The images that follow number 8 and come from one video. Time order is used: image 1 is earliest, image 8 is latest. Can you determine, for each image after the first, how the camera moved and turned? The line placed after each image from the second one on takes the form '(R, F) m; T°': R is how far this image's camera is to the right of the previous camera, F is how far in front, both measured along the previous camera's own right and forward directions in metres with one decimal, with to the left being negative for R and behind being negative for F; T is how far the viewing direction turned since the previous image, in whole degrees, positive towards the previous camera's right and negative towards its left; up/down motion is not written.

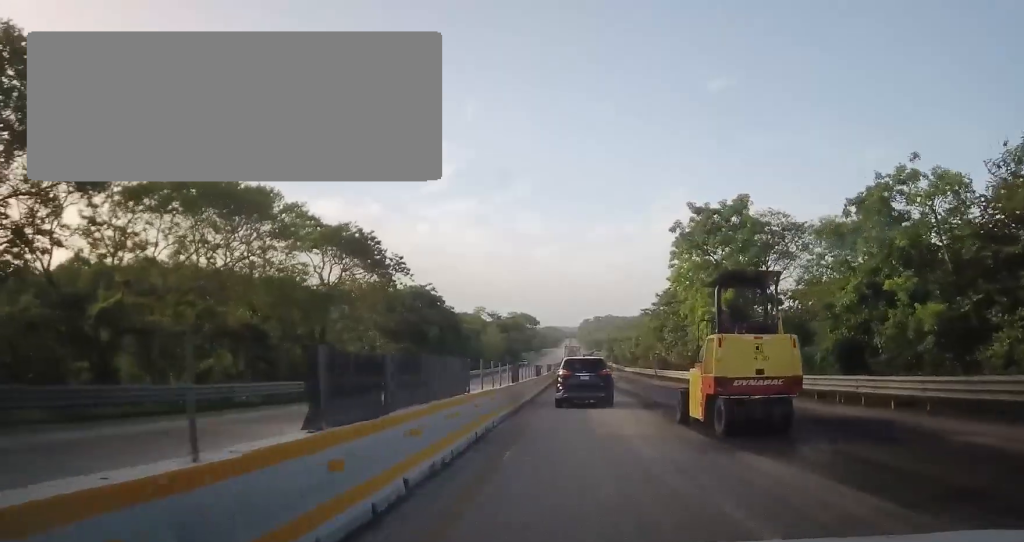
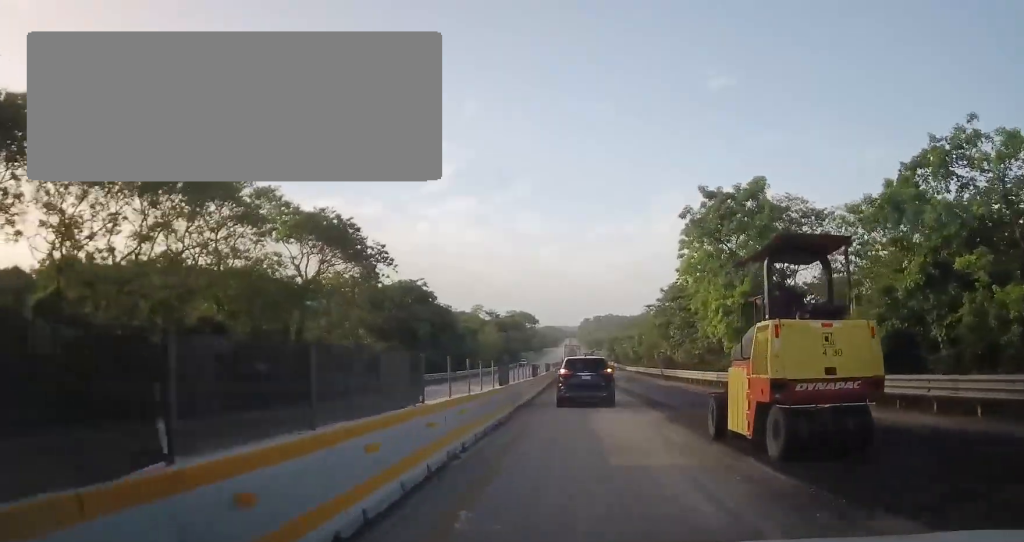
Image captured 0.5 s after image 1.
(0.0, +4.2) m; 0°
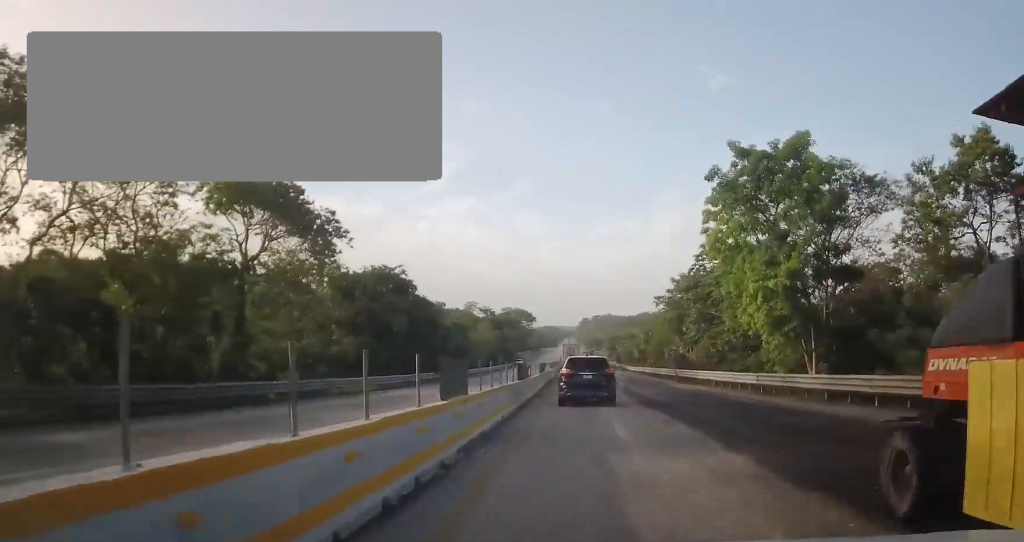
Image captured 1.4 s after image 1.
(0.0, +8.4) m; 0°
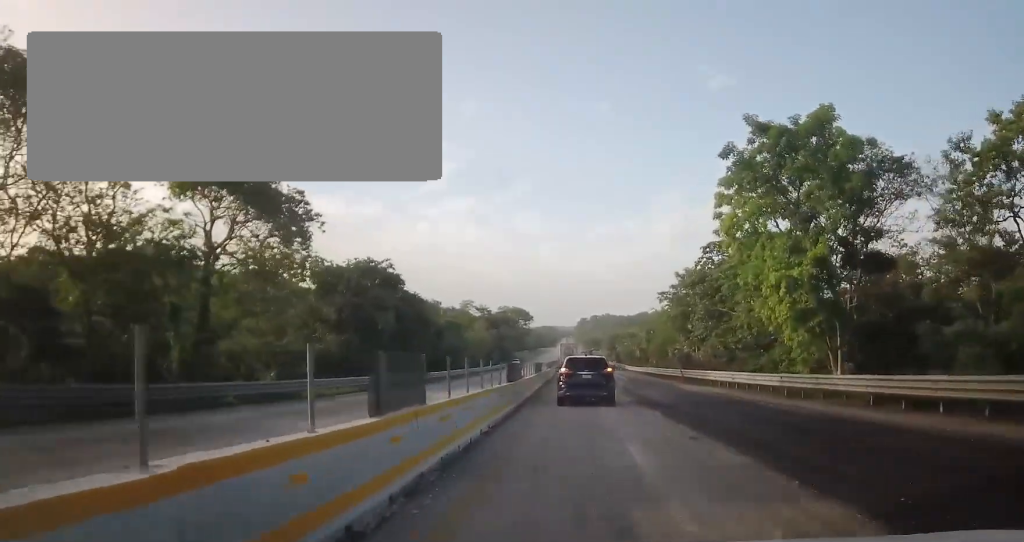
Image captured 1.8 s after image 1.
(0.0, +3.6) m; 0°
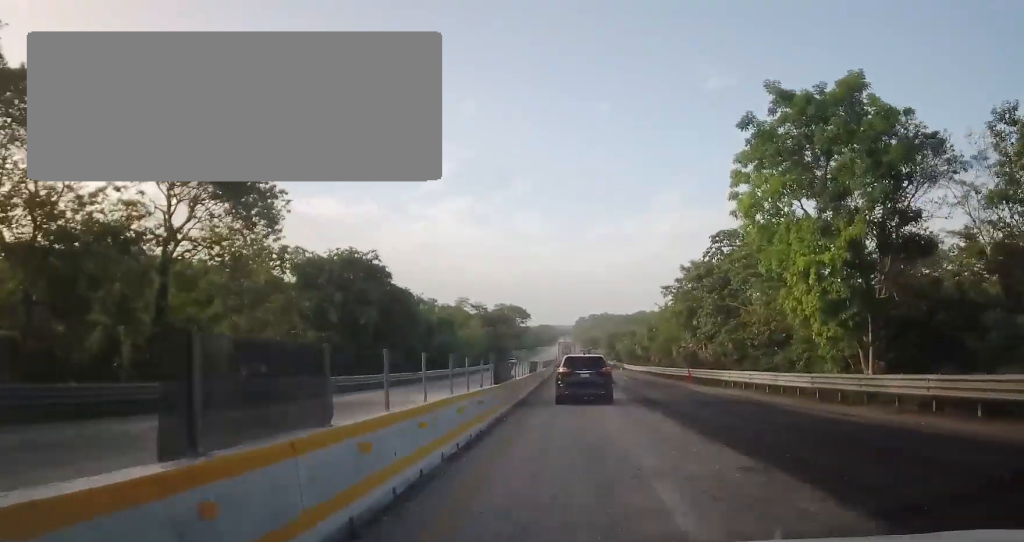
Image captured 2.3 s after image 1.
(0.0, +3.6) m; 0°
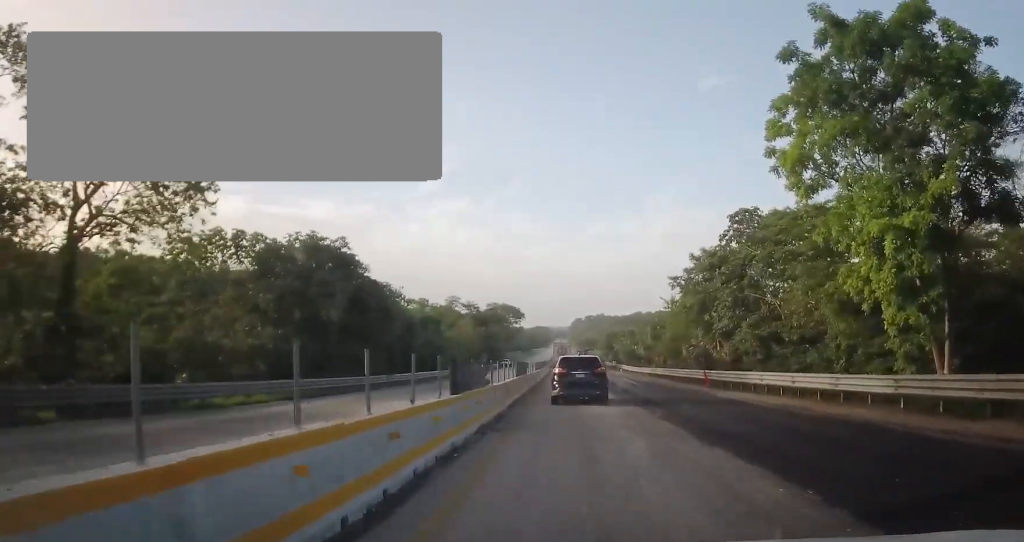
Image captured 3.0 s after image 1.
(0.0, +6.5) m; 0°
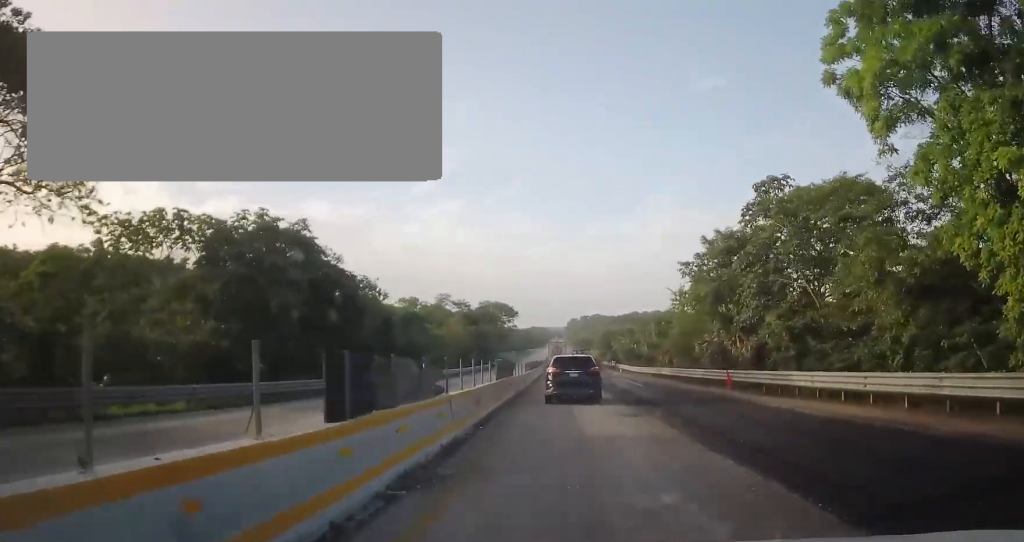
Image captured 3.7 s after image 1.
(0.0, +6.6) m; 0°
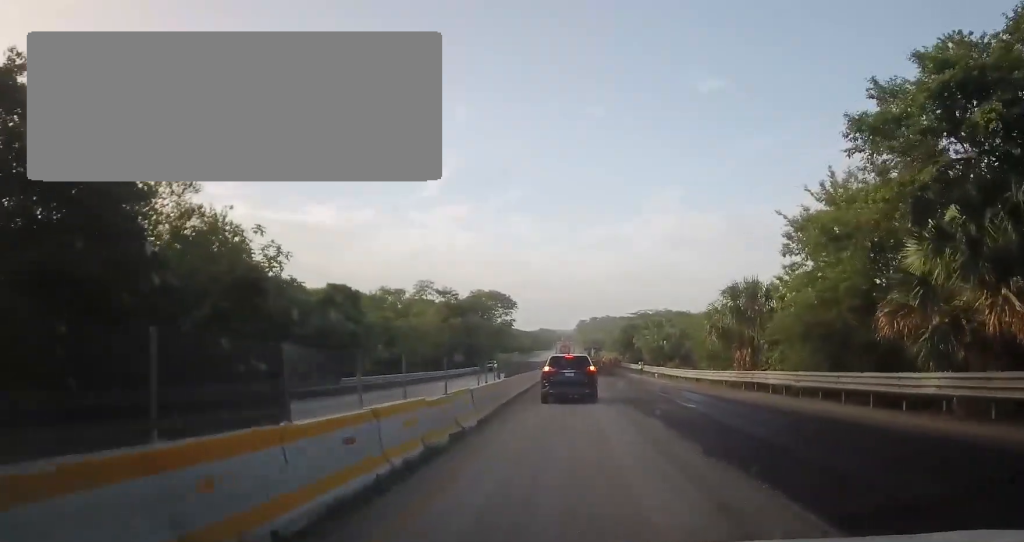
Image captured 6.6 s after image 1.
(+0.1, +25.8) m; +1°
